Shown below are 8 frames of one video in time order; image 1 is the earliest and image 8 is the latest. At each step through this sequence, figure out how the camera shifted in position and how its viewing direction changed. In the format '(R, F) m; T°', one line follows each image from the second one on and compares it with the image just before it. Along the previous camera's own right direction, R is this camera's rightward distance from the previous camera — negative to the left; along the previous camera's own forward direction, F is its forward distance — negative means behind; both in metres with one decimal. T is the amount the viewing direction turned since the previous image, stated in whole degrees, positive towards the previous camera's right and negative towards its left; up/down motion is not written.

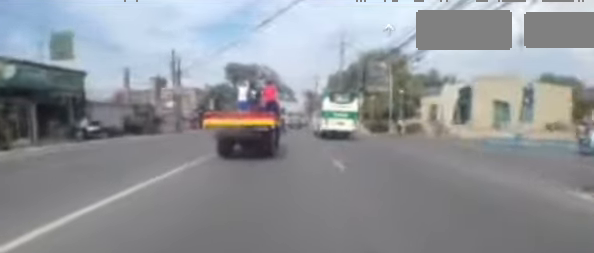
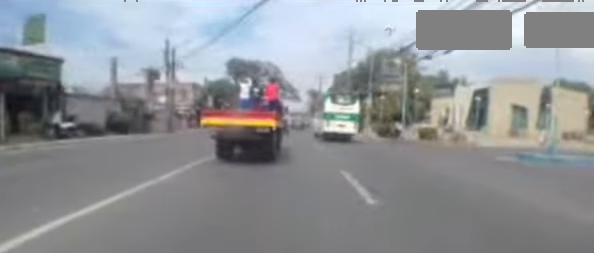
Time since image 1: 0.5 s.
(-0.1, +2.7) m; +3°
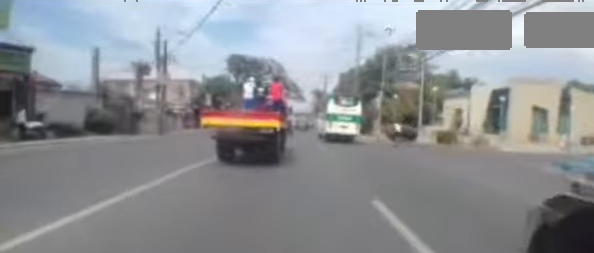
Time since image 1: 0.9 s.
(+0.4, +2.3) m; 0°
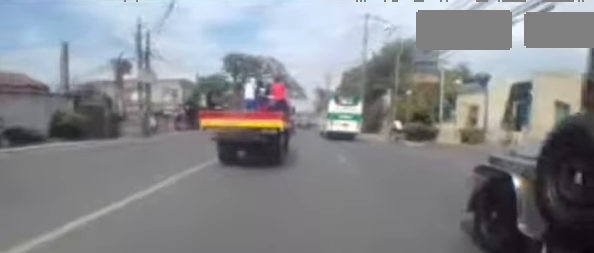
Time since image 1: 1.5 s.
(+0.4, +3.3) m; 0°
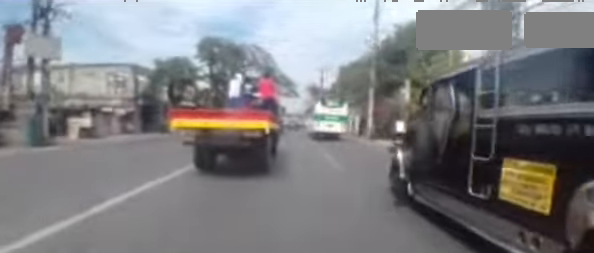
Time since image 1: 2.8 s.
(-0.4, +7.8) m; +1°
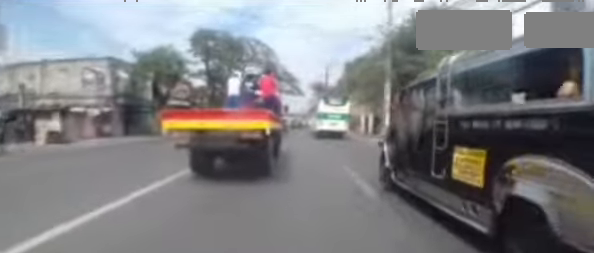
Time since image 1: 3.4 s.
(+0.4, +3.3) m; +1°
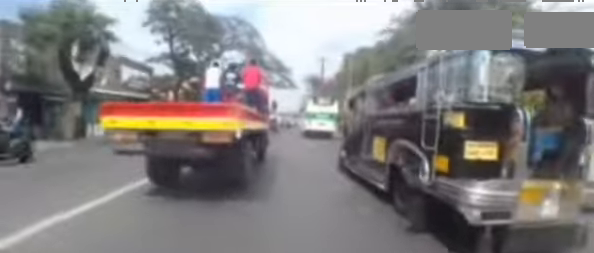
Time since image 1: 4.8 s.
(-0.5, +8.1) m; -1°
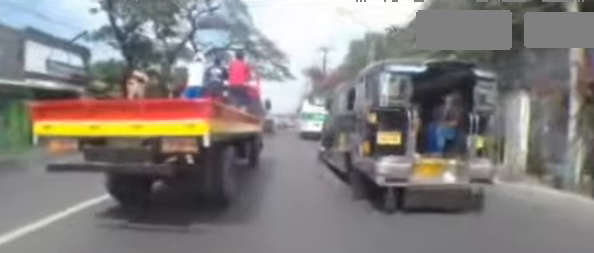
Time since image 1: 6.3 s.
(+0.4, +8.5) m; -4°
